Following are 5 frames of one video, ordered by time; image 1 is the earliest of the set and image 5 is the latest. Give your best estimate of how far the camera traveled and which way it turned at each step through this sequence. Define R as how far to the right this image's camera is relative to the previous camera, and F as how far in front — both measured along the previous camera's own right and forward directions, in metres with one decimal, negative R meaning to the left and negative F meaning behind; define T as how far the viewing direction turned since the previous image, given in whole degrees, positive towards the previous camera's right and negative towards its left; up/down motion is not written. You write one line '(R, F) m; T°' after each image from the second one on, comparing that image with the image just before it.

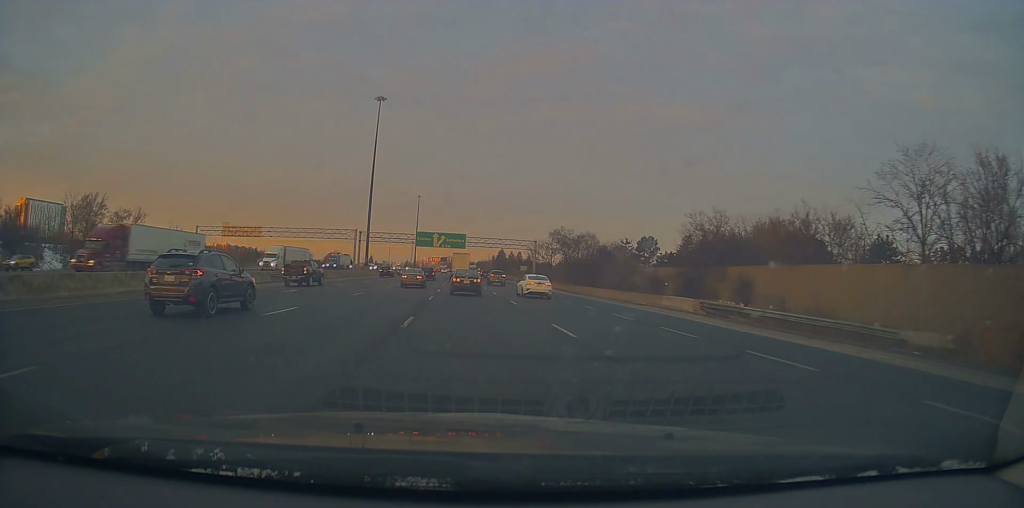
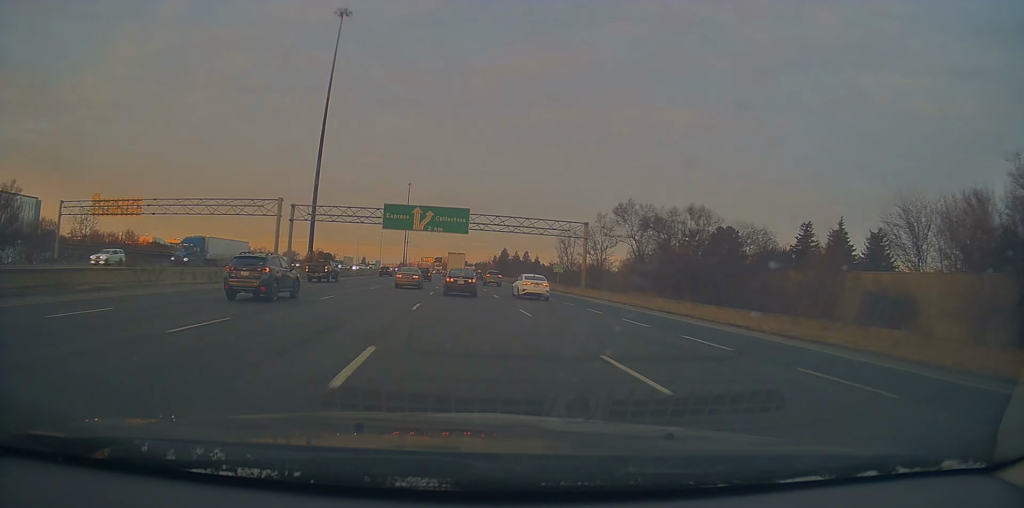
(+0.3, +42.5) m; 0°
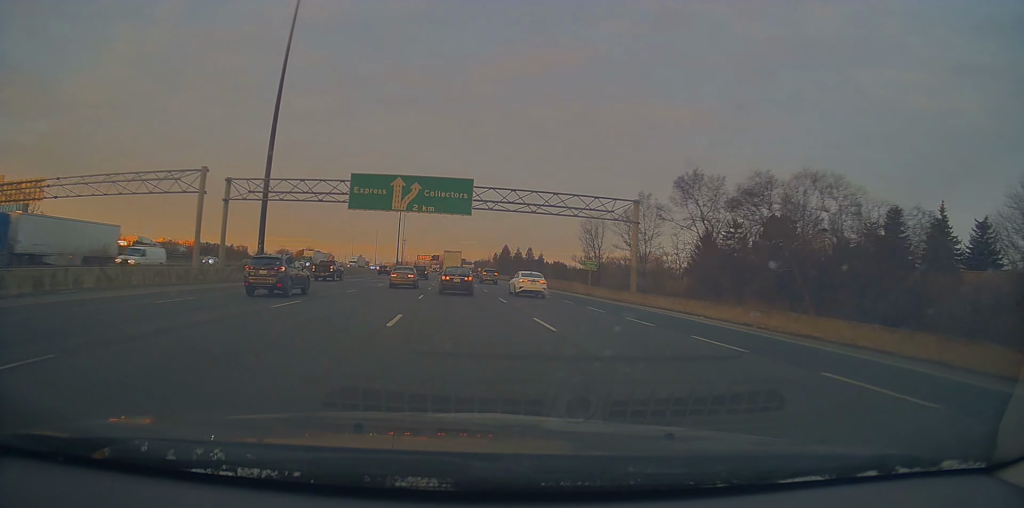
(-0.3, +18.3) m; 0°
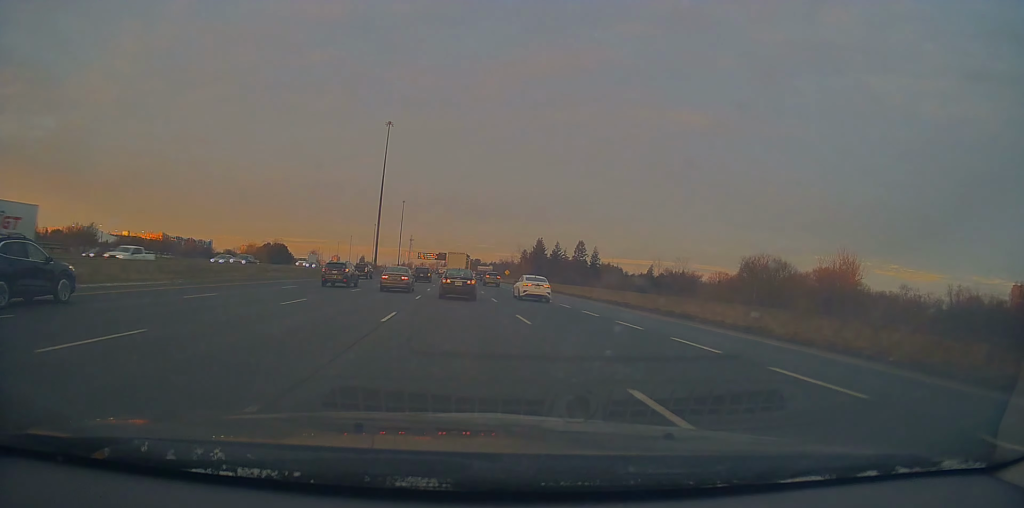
(0.0, +80.5) m; -2°
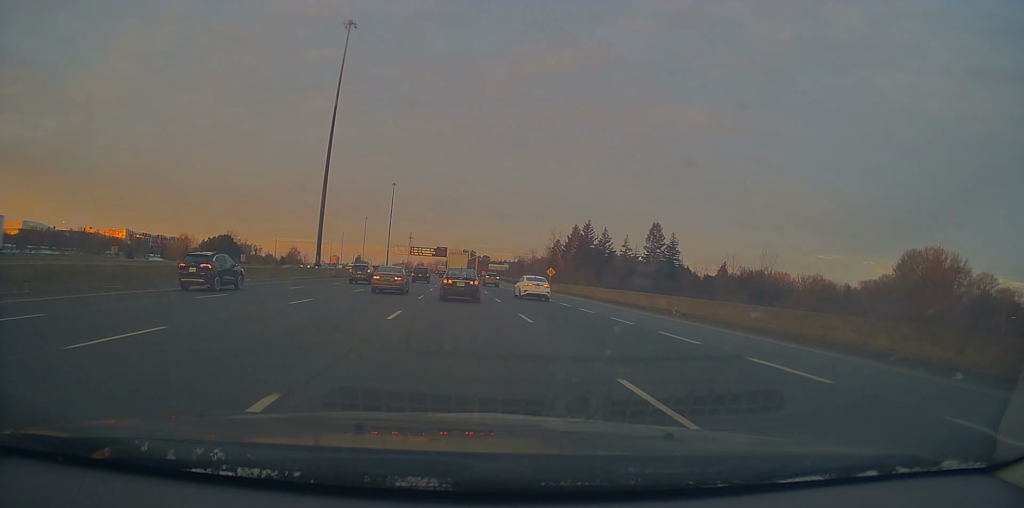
(+0.9, +58.3) m; 0°
